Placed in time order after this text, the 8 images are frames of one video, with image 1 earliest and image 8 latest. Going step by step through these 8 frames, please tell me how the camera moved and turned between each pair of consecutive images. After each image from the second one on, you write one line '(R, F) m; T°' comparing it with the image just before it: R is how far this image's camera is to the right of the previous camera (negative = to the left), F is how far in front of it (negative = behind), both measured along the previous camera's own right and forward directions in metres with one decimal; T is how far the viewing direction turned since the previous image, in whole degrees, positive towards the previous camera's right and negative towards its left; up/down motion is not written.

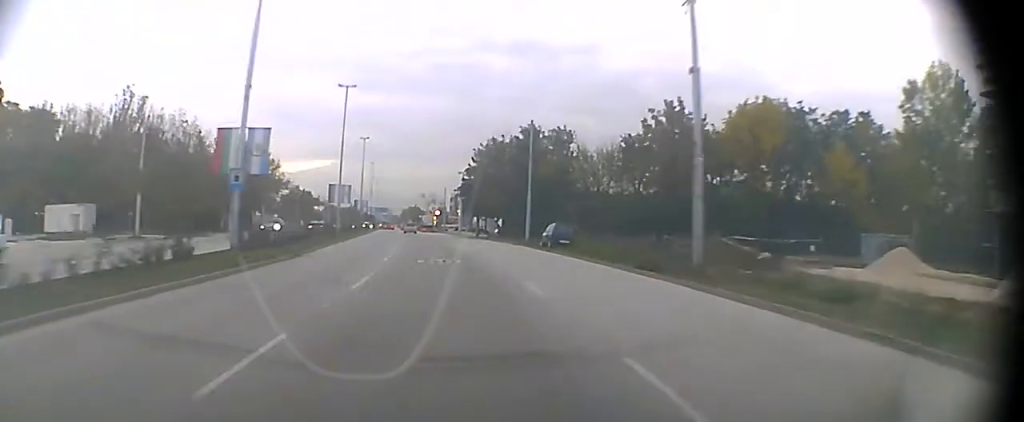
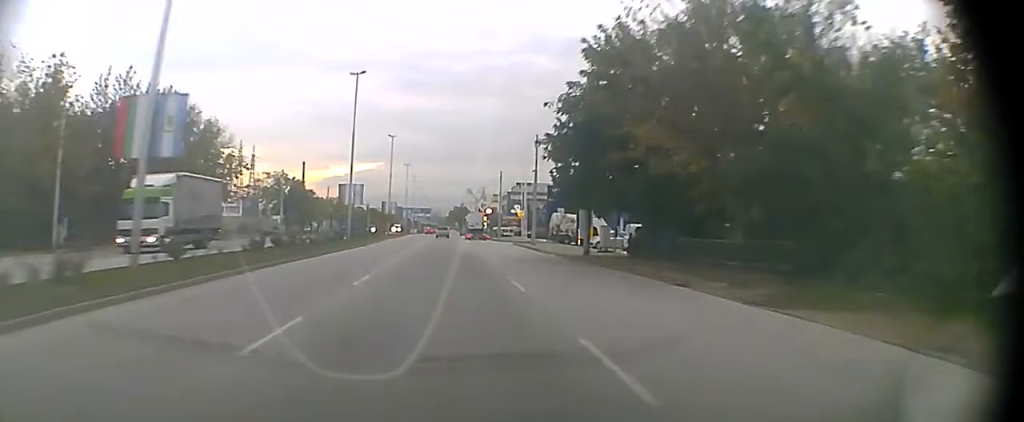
(-2.0, +43.7) m; -5°
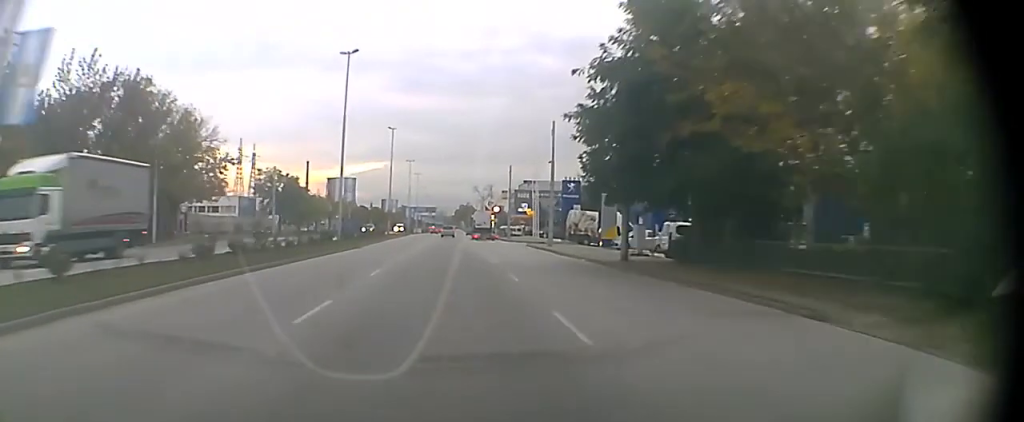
(0.0, +7.8) m; -1°
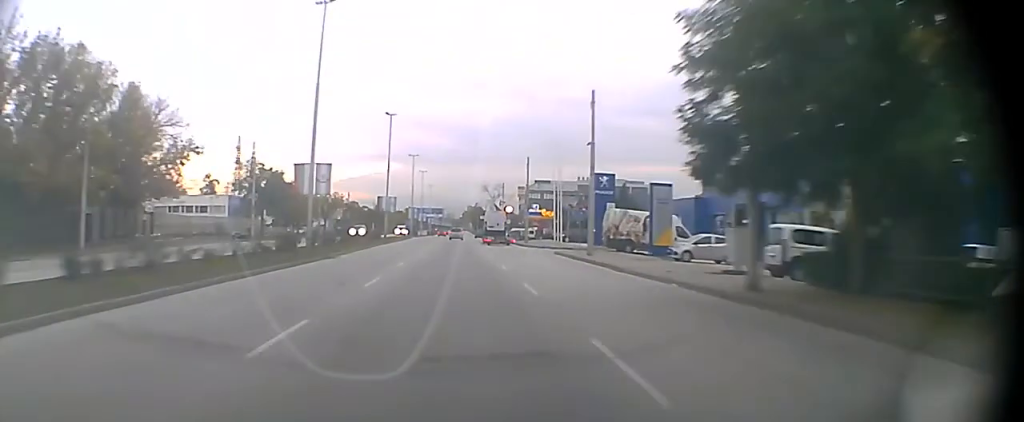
(-0.1, +12.2) m; -1°
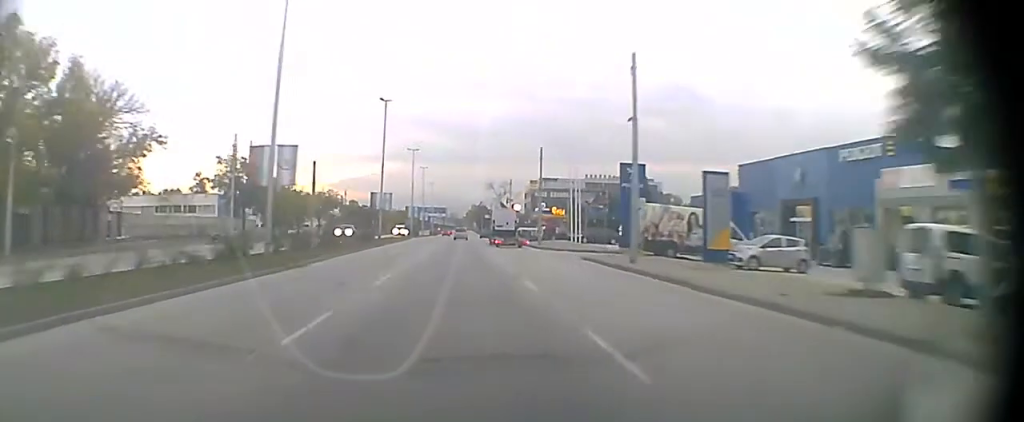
(0.0, +7.7) m; 0°
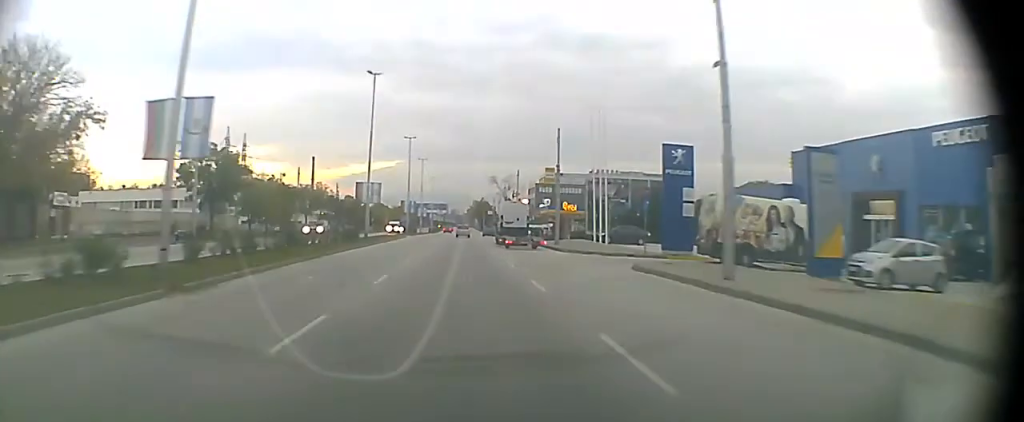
(-0.1, +9.7) m; 0°
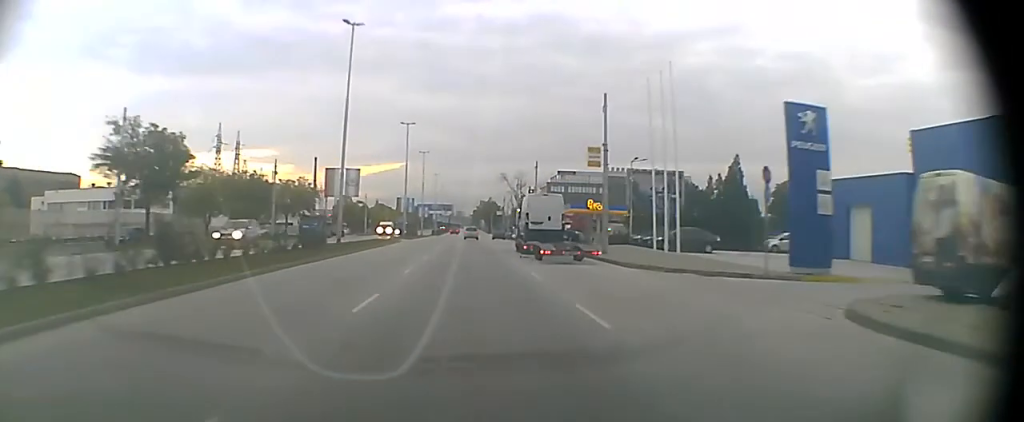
(0.0, +15.0) m; 0°
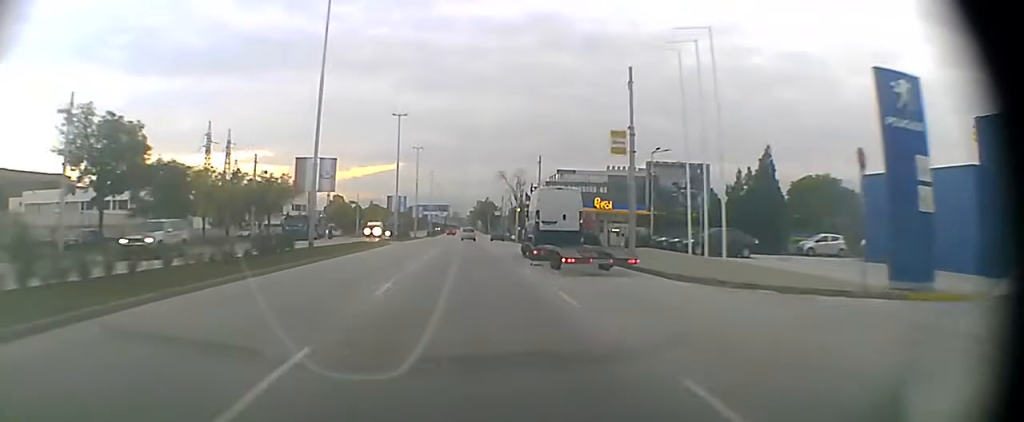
(0.0, +6.4) m; 0°
